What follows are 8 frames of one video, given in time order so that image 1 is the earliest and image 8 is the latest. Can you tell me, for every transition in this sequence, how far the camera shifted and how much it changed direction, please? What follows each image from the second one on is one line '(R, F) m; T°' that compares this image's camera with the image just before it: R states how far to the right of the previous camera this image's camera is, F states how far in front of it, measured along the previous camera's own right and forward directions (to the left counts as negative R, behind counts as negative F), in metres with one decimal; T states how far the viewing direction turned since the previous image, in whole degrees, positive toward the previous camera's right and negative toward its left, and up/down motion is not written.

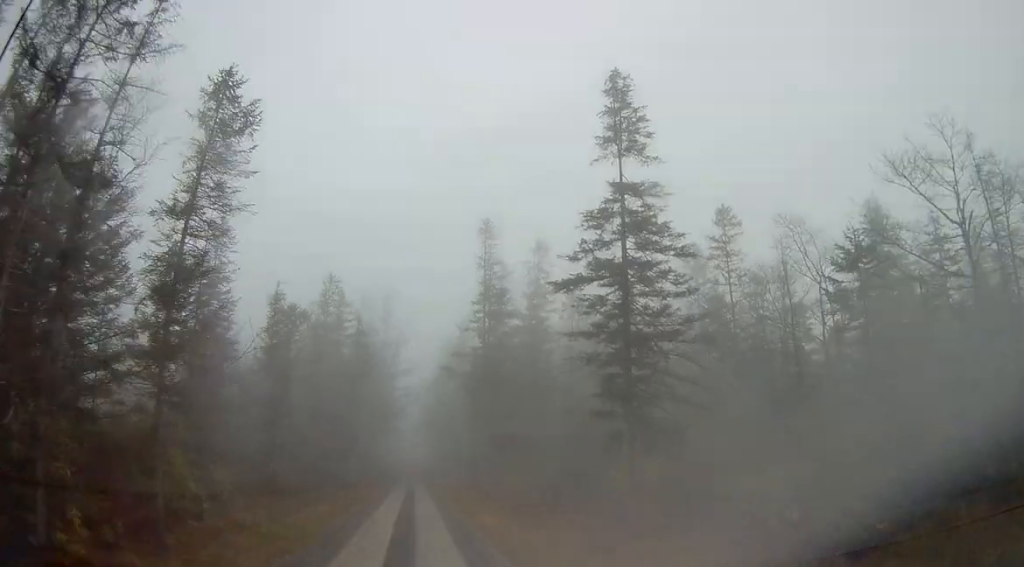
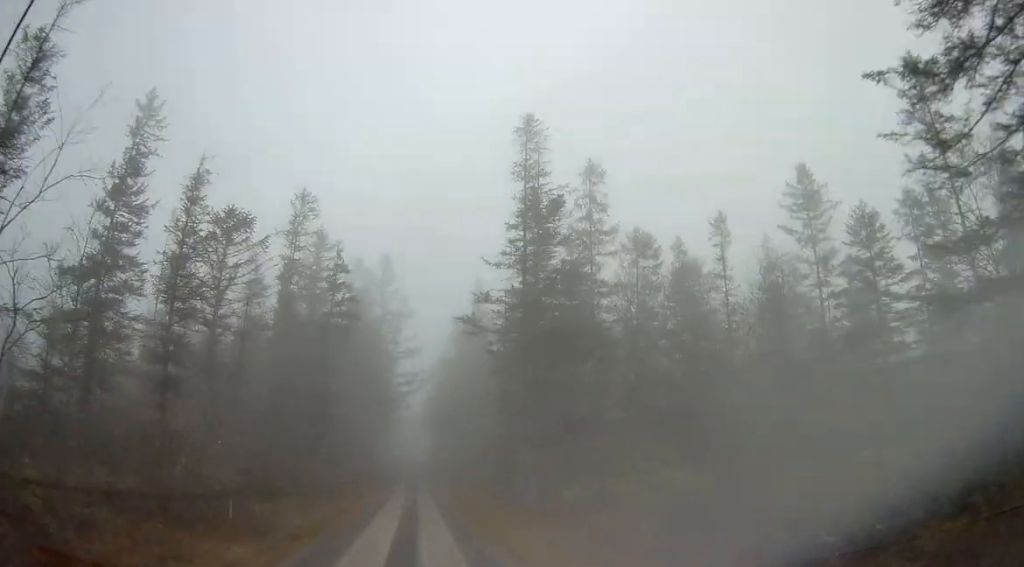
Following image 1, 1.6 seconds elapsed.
(-0.2, +12.2) m; -1°
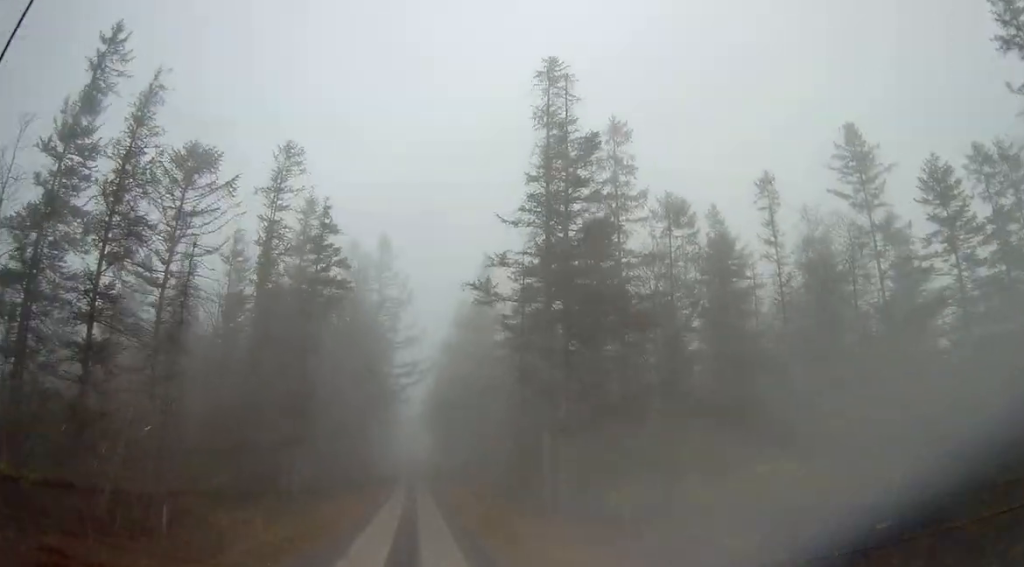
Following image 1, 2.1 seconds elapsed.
(0.0, +4.1) m; -1°
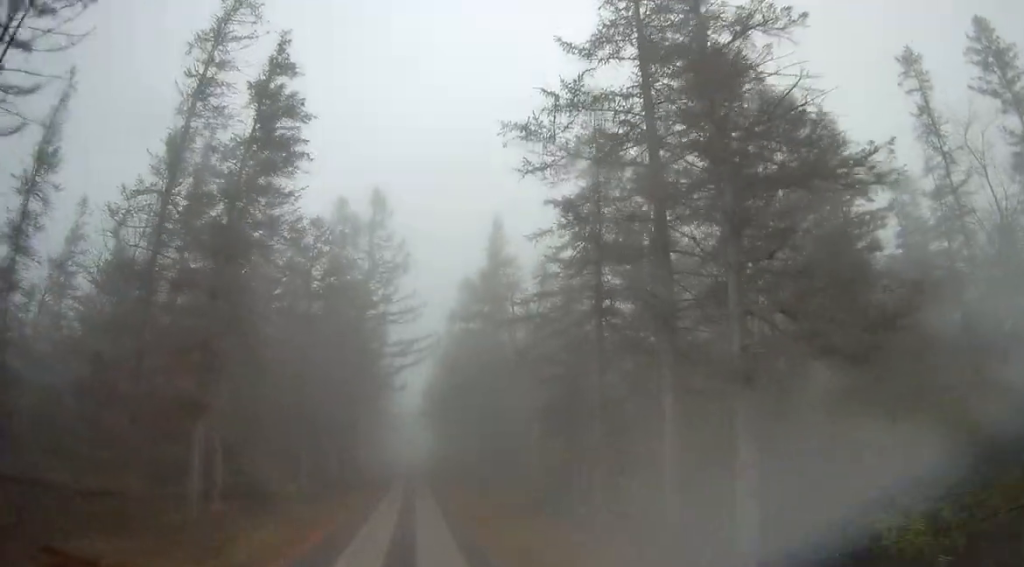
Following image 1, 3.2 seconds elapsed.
(-0.1, +8.9) m; 0°
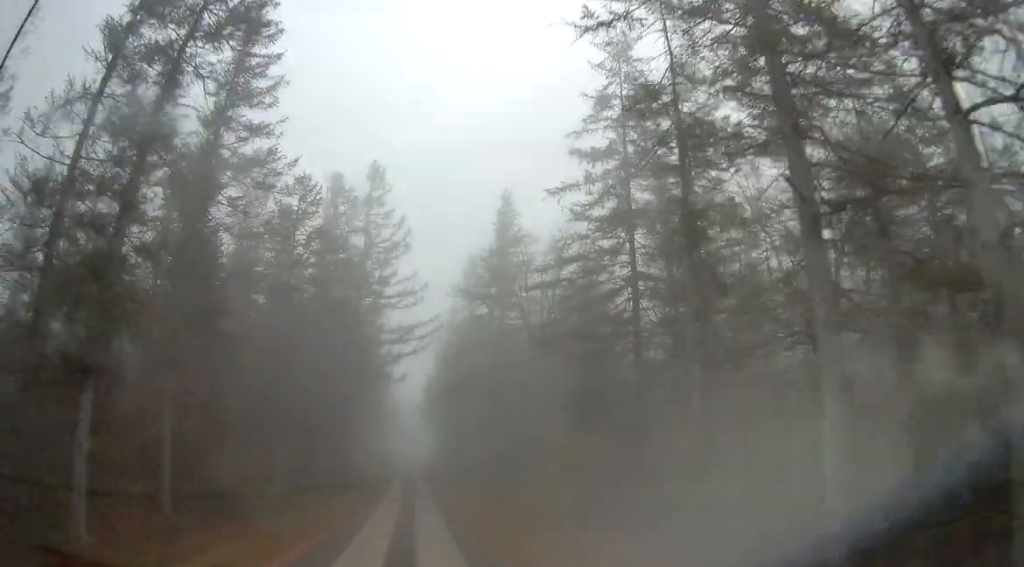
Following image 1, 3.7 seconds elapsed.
(-0.1, +4.0) m; 0°
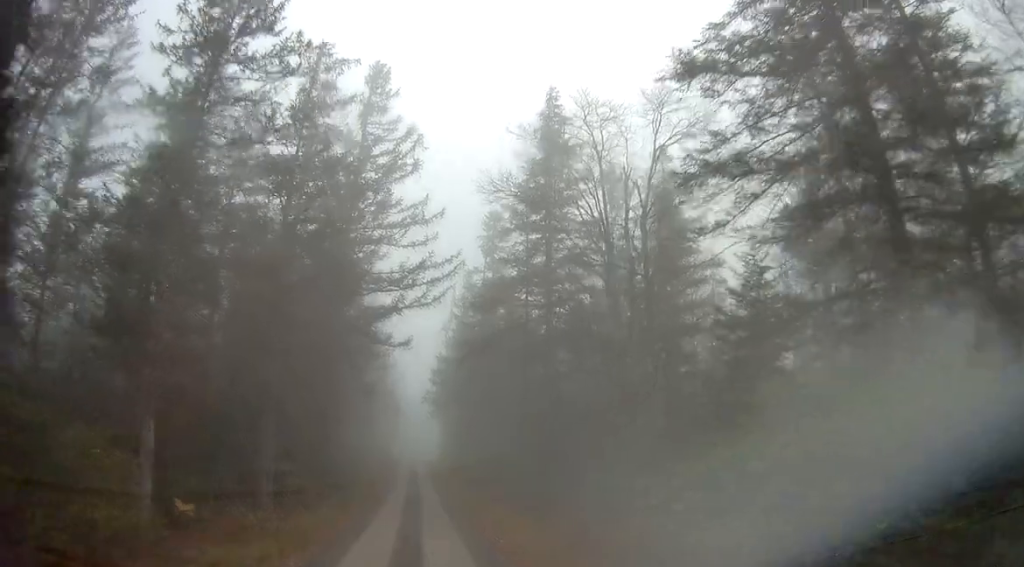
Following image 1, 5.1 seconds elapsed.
(+0.3, +11.2) m; +1°
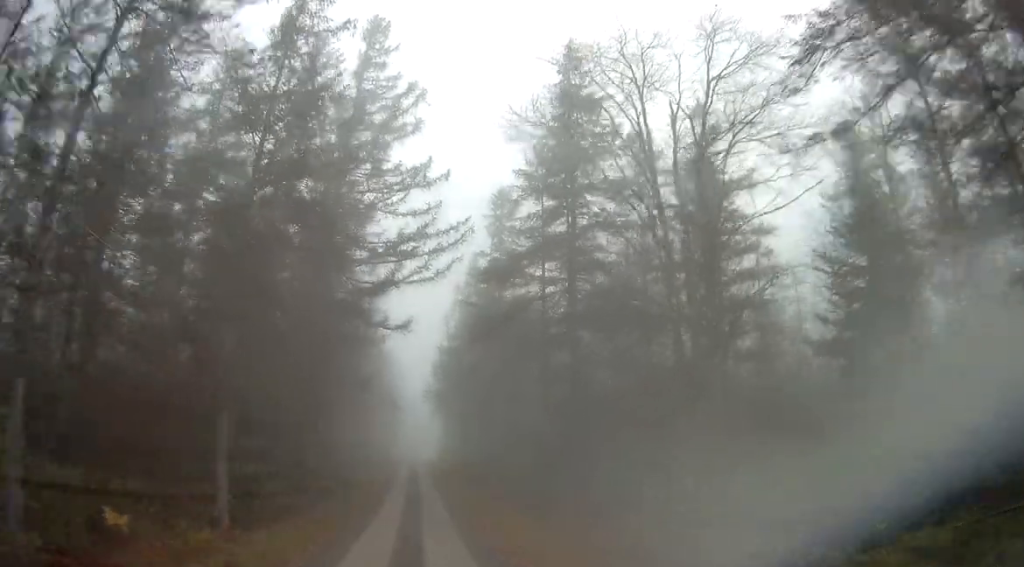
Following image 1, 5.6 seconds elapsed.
(0.0, +3.8) m; 0°
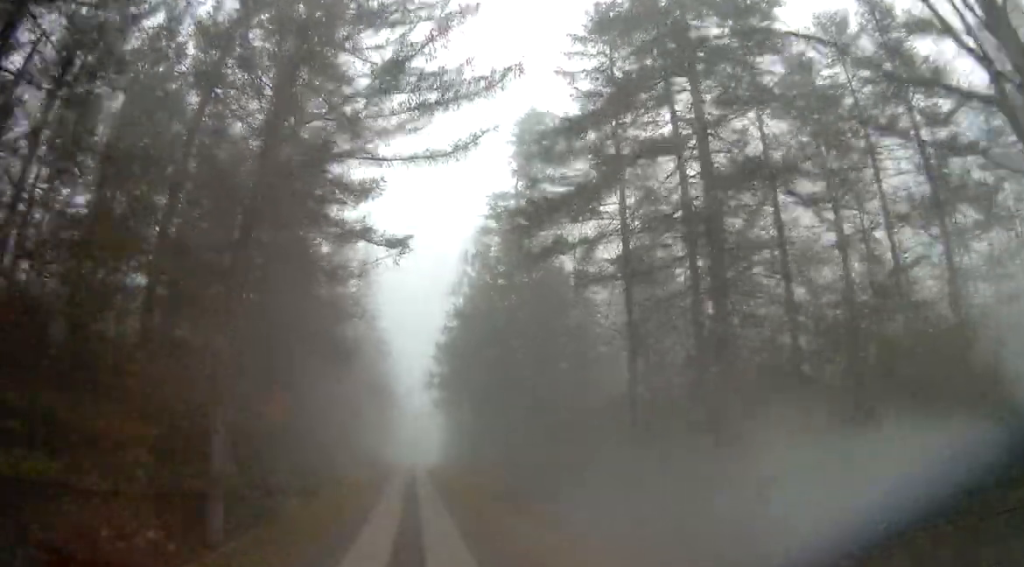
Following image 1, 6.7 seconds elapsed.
(0.0, +9.5) m; +3°
